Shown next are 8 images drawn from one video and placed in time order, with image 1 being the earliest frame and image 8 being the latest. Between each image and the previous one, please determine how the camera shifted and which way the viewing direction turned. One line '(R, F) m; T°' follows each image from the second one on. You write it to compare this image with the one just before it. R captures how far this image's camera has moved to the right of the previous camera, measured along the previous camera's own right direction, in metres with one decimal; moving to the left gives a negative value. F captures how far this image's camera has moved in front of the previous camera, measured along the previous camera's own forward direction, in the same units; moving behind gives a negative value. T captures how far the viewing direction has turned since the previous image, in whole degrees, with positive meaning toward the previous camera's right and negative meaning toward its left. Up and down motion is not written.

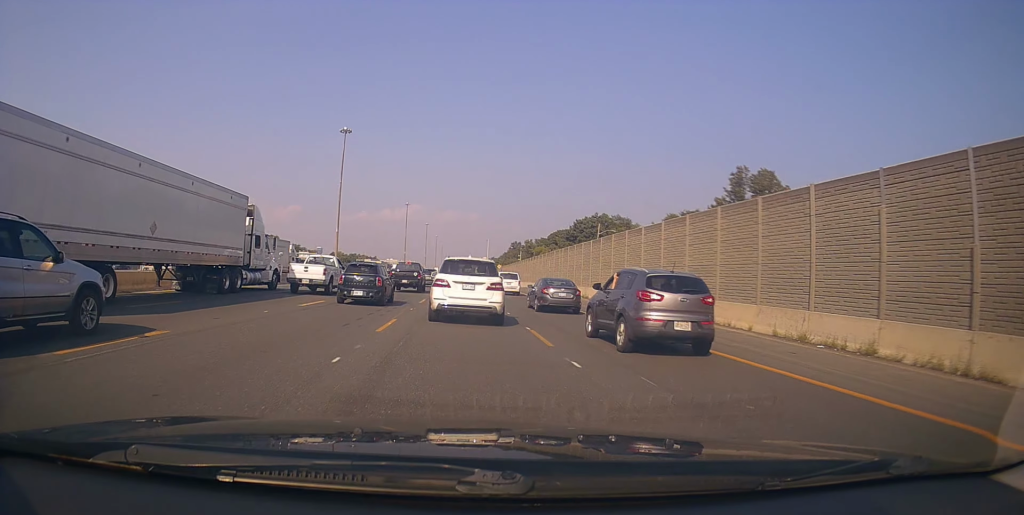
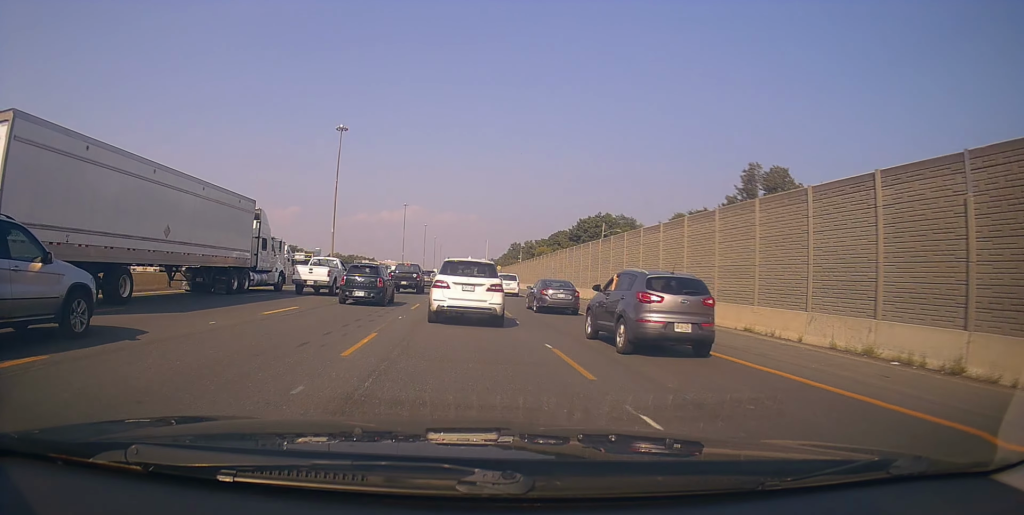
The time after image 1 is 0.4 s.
(-0.1, +3.8) m; 0°
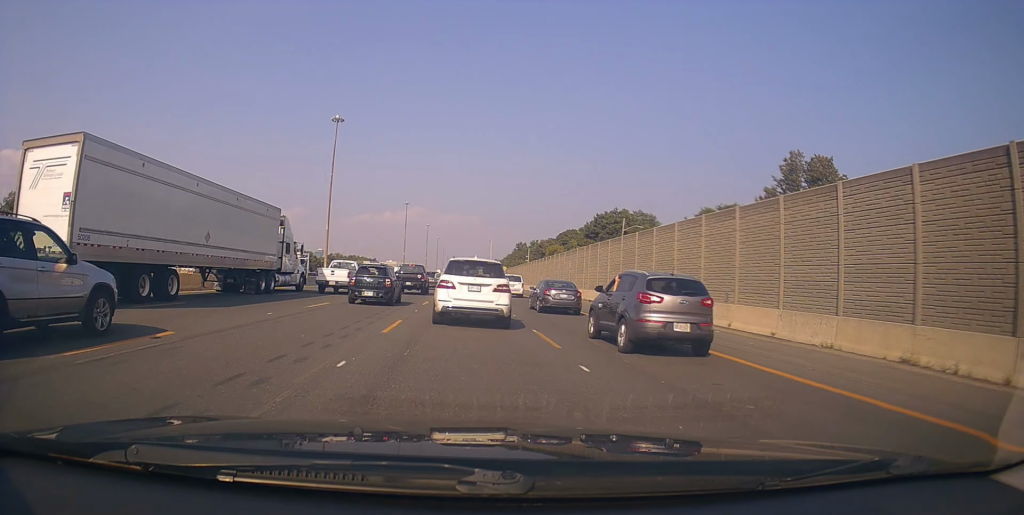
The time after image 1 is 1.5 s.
(-0.2, +9.2) m; 0°
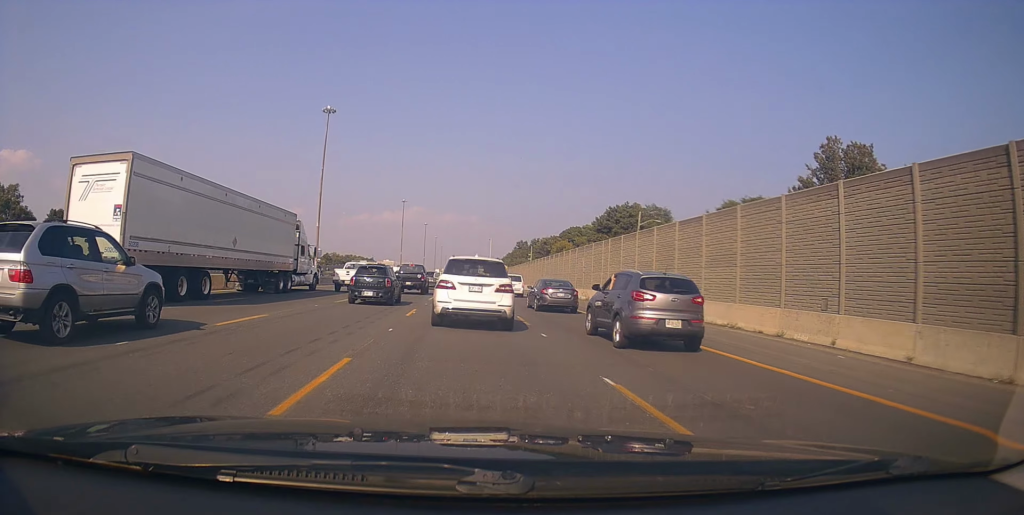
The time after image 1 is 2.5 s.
(+0.1, +7.4) m; -1°
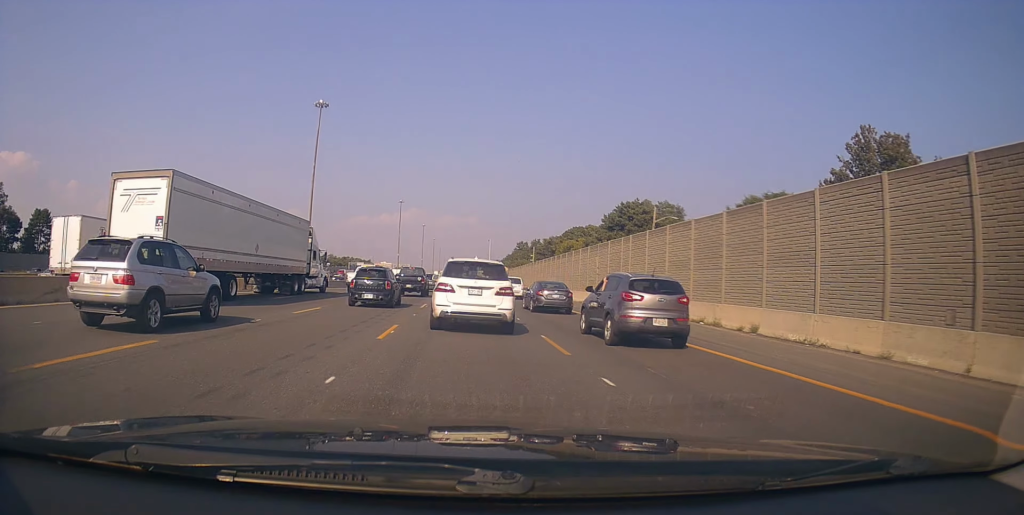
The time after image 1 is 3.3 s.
(-0.3, +6.2) m; 0°
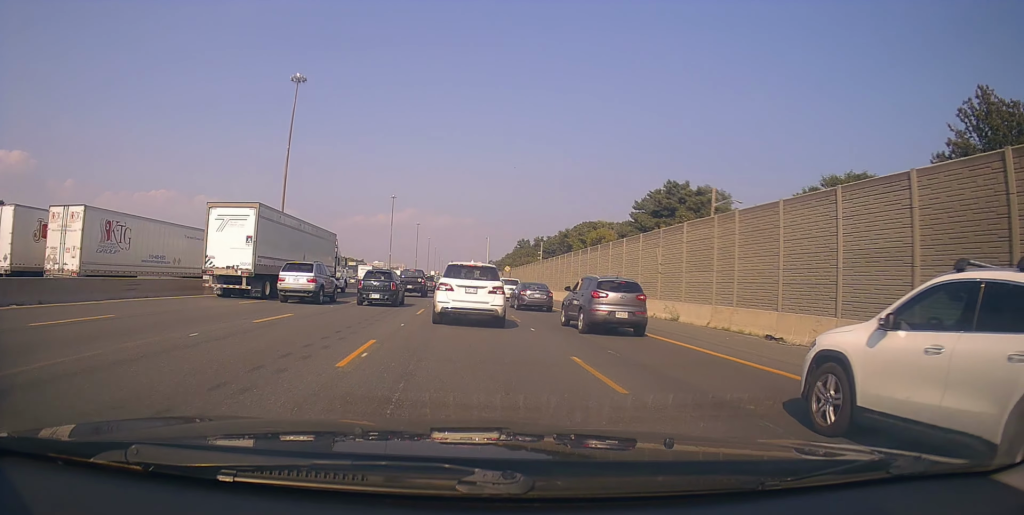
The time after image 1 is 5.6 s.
(+0.9, +16.7) m; +1°
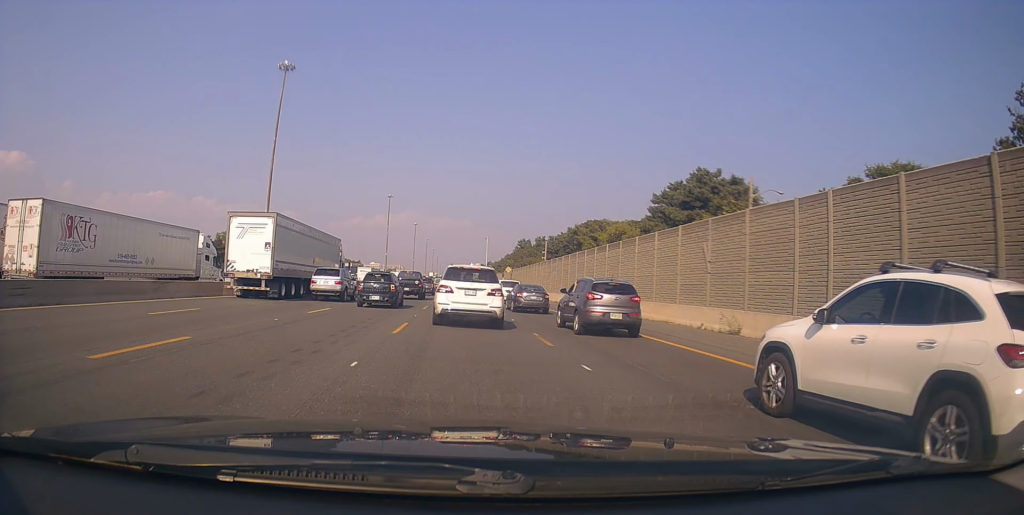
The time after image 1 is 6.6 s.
(-0.1, +6.6) m; +1°
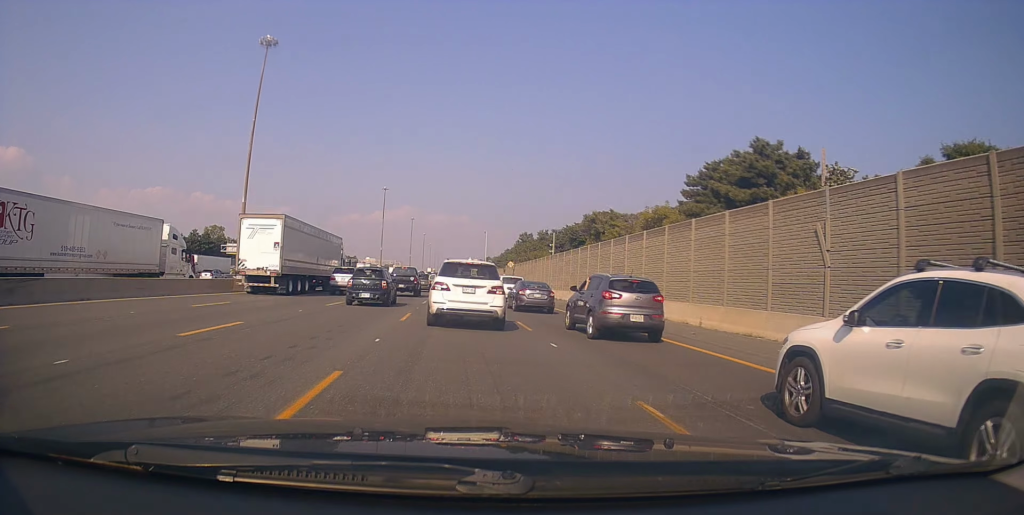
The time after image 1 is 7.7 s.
(+0.3, +8.6) m; -1°
